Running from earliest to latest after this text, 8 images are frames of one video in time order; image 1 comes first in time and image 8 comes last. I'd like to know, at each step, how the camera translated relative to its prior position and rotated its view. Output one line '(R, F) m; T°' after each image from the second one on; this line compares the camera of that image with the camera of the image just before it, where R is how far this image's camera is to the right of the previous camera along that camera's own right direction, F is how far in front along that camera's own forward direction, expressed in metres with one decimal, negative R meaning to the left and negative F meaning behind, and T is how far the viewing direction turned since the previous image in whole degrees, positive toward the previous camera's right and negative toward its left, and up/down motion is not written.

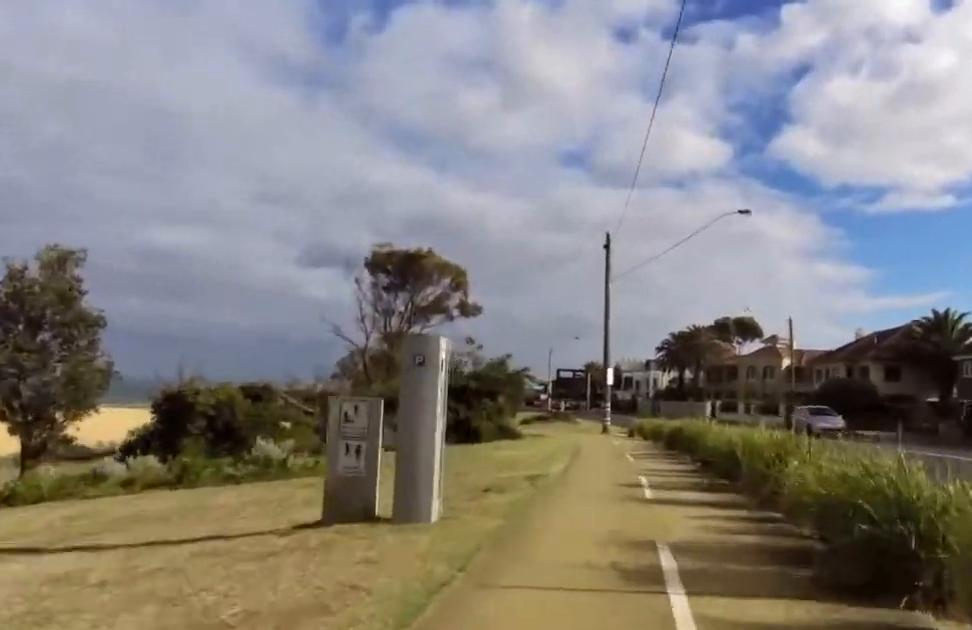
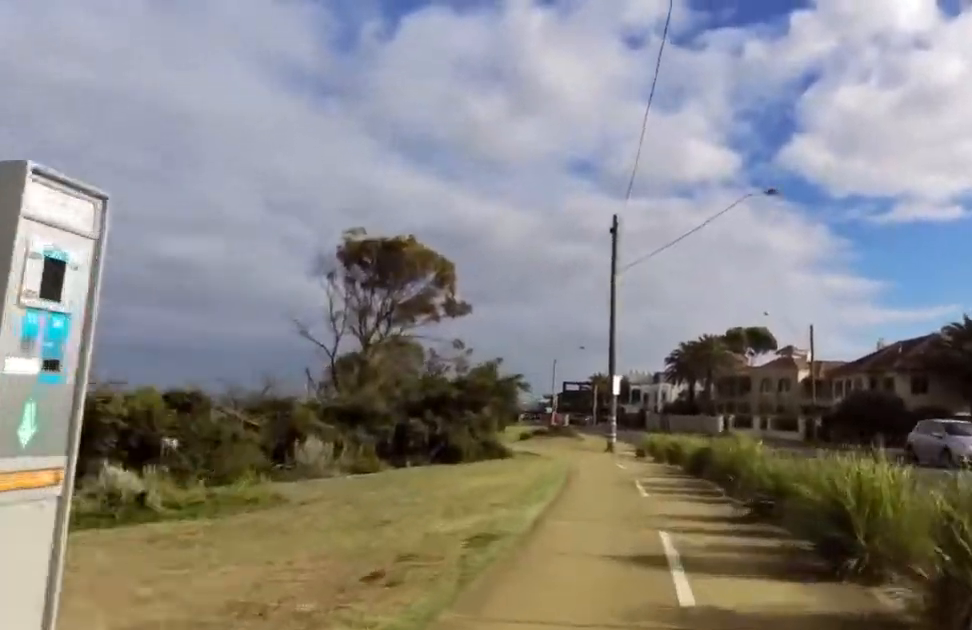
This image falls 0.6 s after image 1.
(+0.7, +4.7) m; -1°
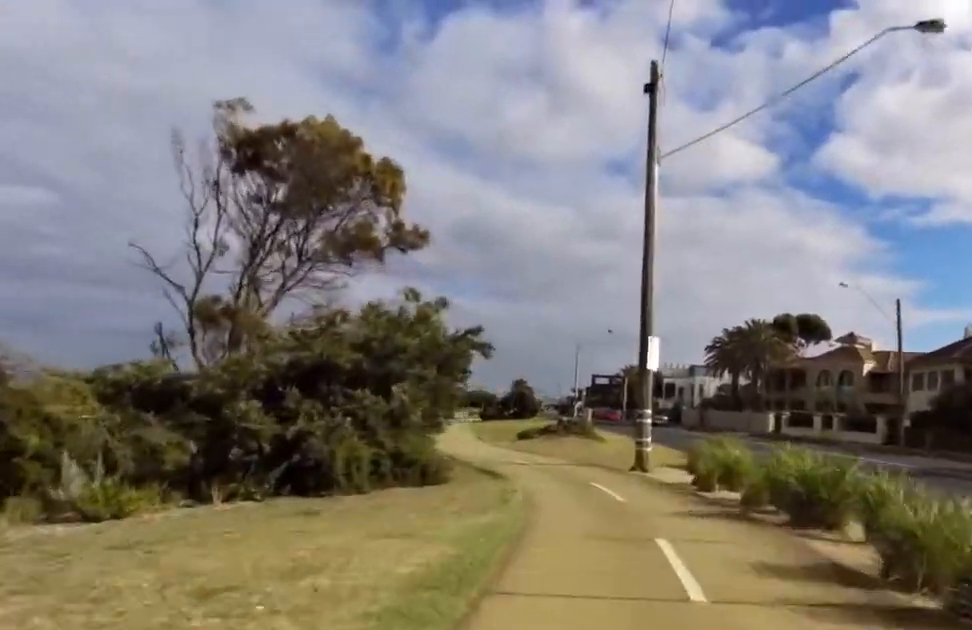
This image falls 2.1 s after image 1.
(-1.6, +12.4) m; -7°
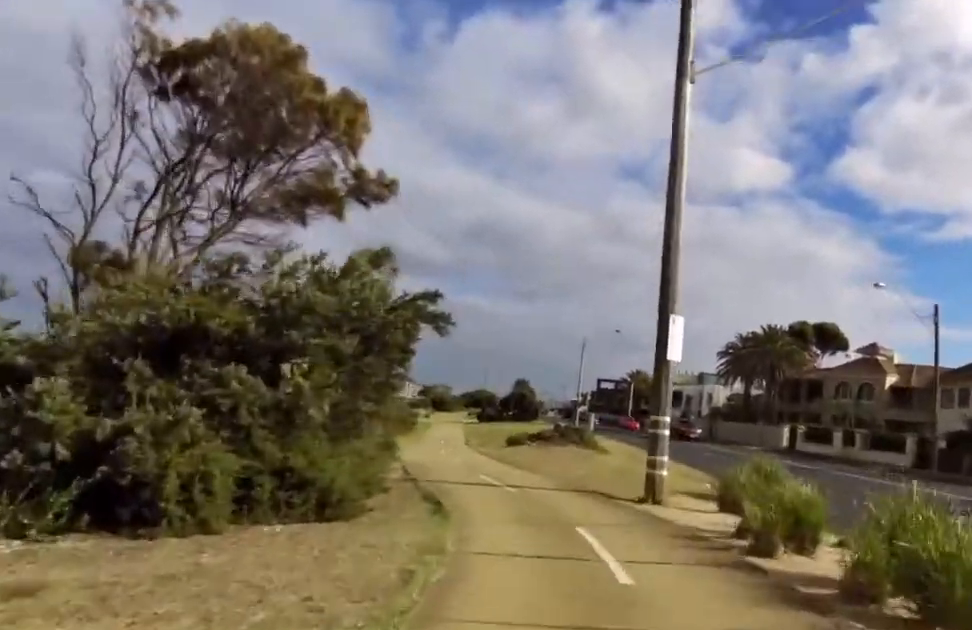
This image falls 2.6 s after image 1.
(+0.1, +4.6) m; +1°
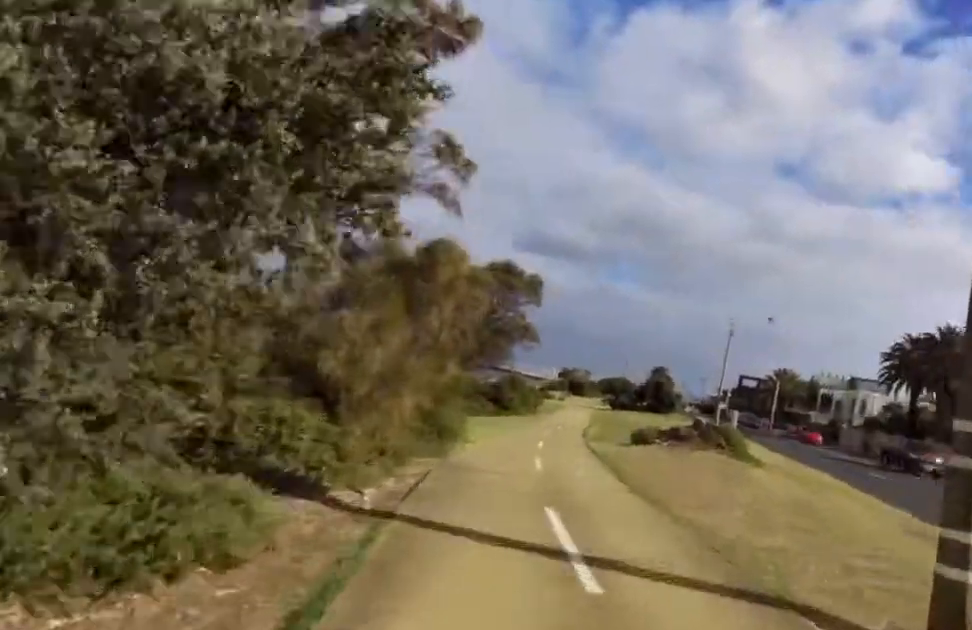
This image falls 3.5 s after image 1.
(0.0, +7.6) m; -8°
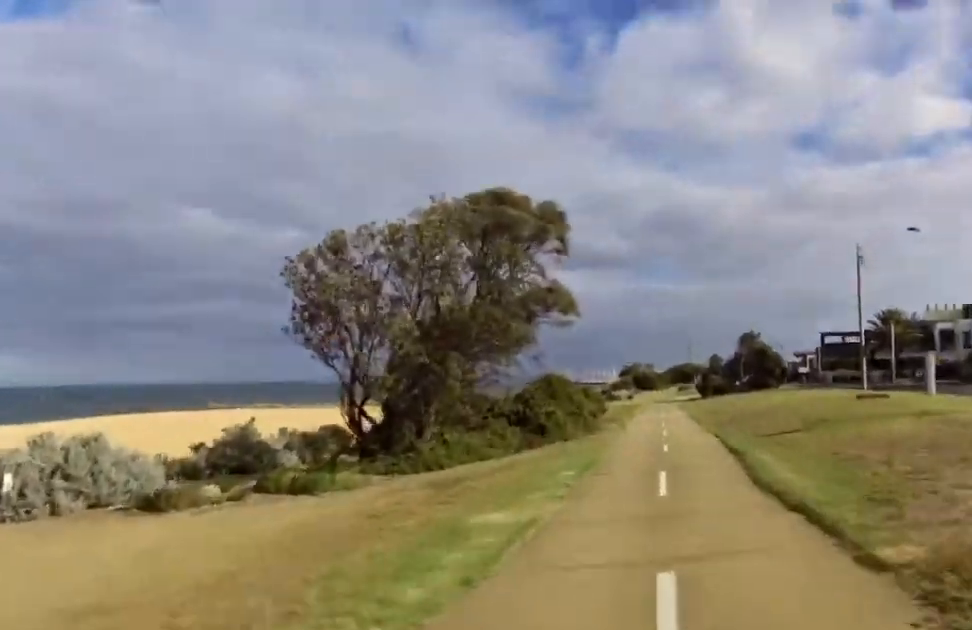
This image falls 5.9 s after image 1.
(-4.0, +20.4) m; -8°
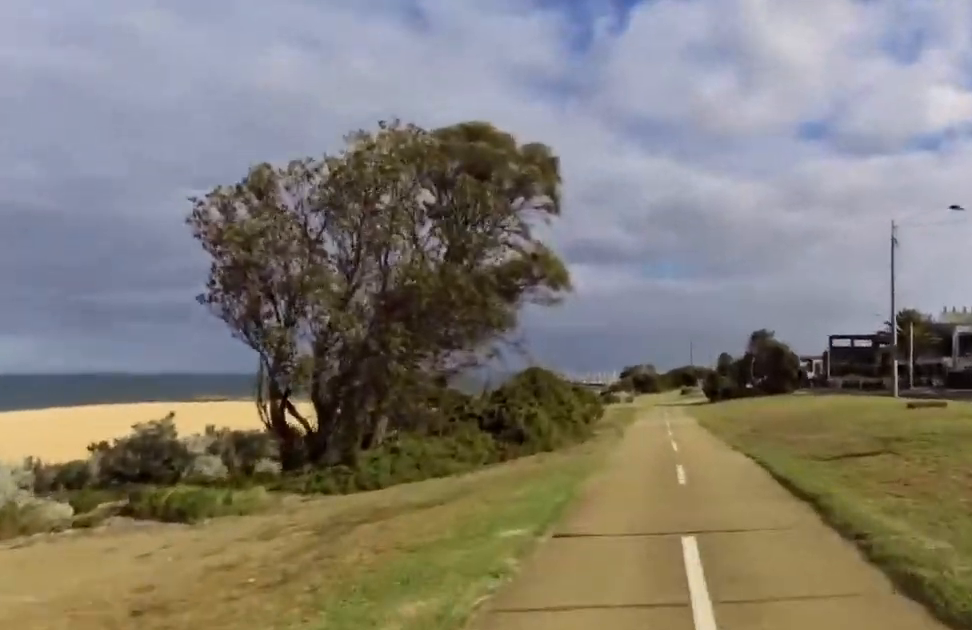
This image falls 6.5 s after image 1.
(+0.2, +4.8) m; +4°
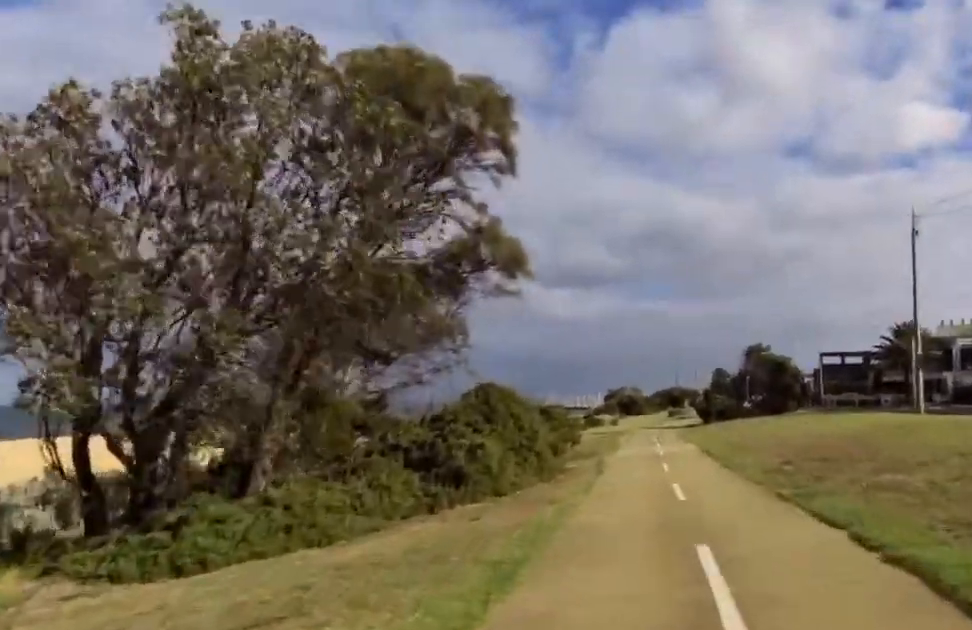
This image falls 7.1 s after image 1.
(+0.2, +5.3) m; -1°
